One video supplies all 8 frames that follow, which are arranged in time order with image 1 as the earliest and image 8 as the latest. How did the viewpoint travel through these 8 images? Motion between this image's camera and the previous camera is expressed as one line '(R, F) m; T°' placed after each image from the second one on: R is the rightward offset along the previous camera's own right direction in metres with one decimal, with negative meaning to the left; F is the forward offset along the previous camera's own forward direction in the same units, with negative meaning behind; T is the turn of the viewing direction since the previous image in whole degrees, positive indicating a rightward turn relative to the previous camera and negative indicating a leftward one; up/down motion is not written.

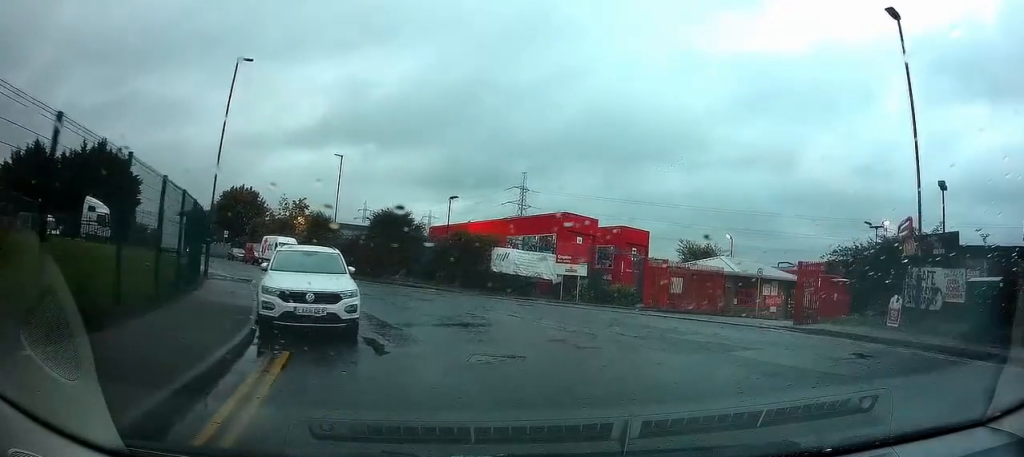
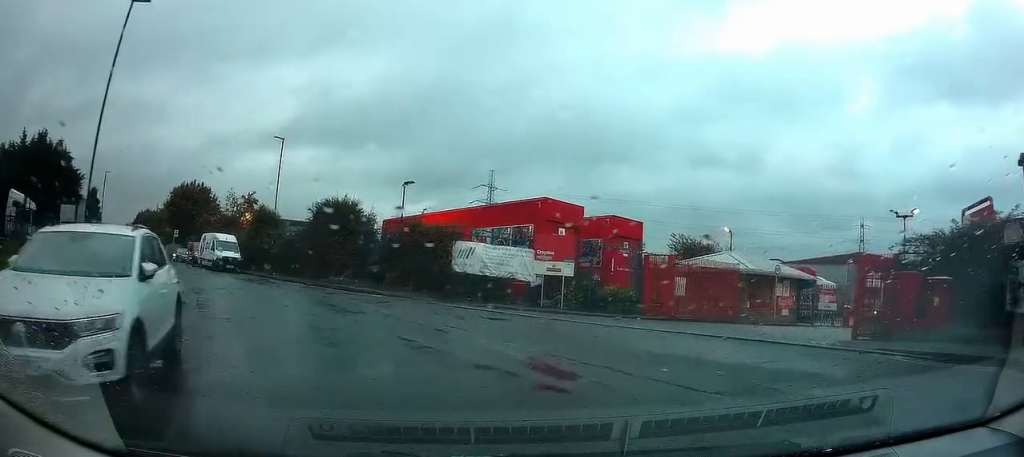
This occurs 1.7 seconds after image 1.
(-0.1, +5.8) m; -3°
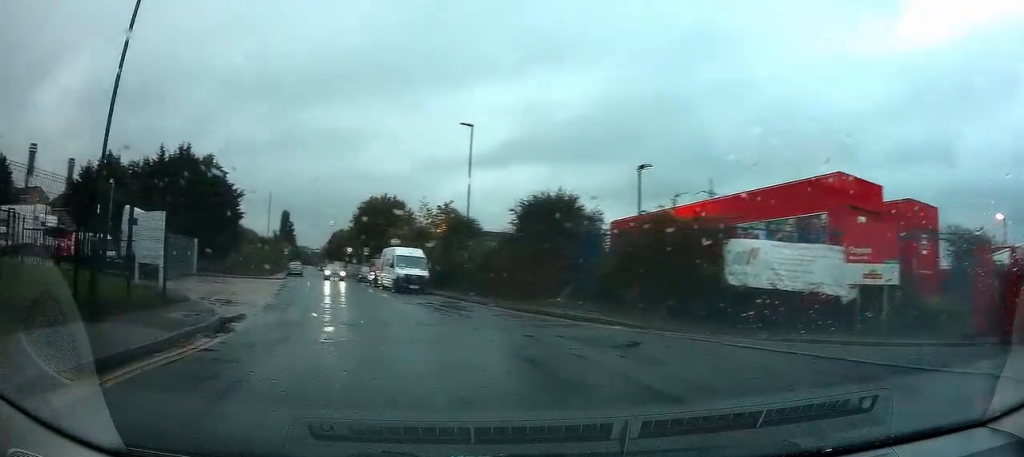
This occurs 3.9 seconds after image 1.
(-0.8, +7.7) m; -19°
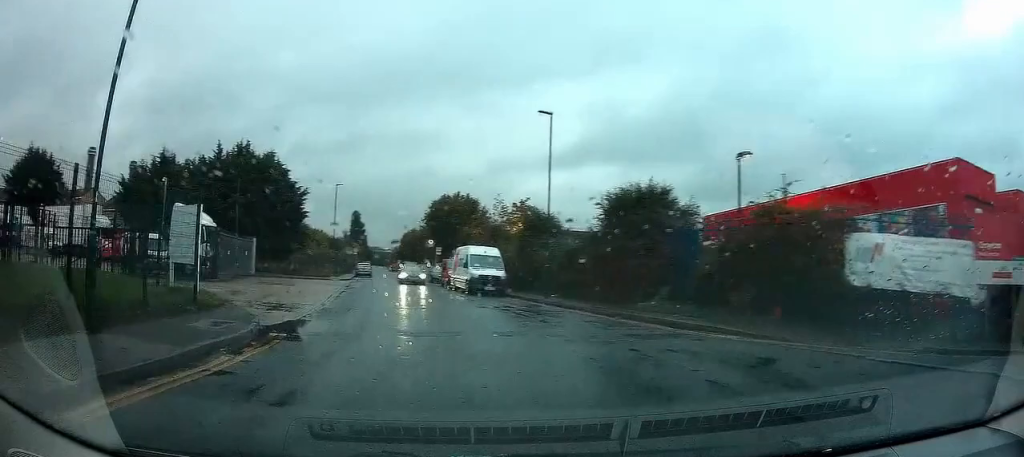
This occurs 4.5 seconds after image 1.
(-0.2, +2.1) m; -9°
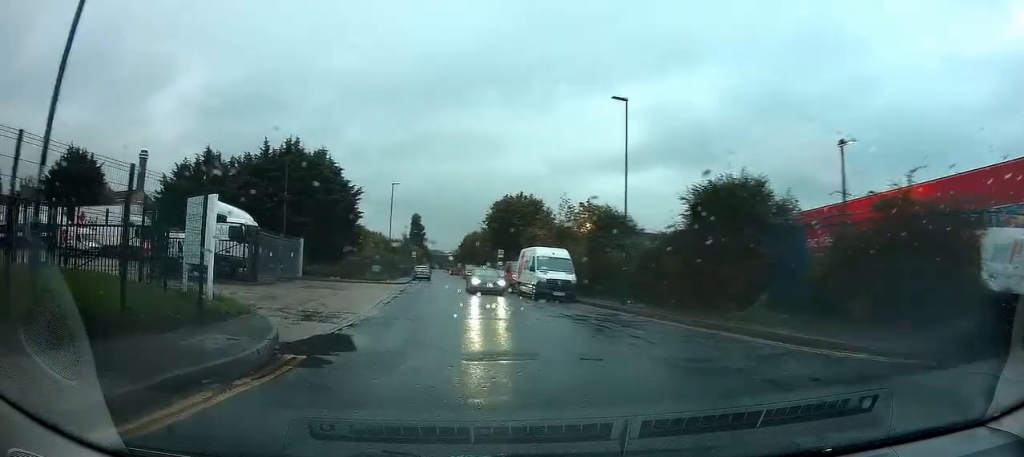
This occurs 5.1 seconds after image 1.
(-0.2, +2.4) m; -9°
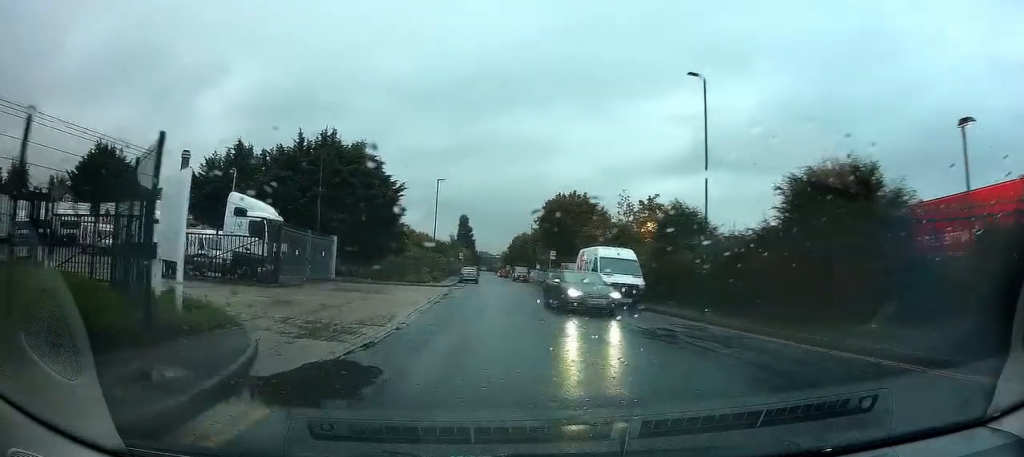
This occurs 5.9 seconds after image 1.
(-0.2, +3.0) m; -1°
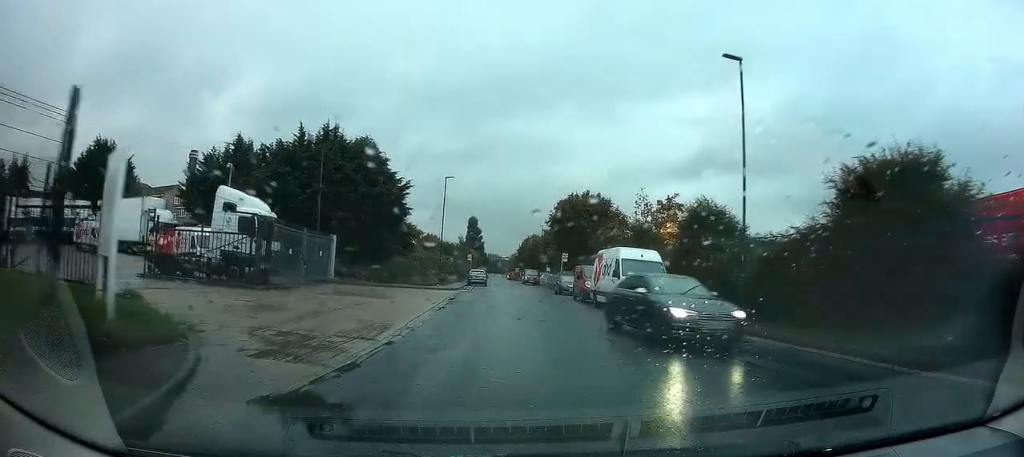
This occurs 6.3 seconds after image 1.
(0.0, +2.0) m; 0°
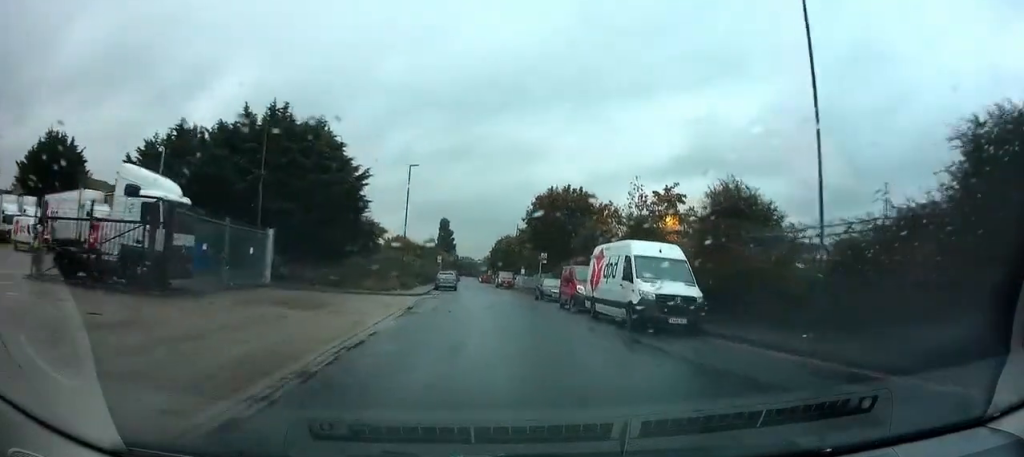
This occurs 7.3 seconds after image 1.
(+0.1, +5.2) m; +2°
